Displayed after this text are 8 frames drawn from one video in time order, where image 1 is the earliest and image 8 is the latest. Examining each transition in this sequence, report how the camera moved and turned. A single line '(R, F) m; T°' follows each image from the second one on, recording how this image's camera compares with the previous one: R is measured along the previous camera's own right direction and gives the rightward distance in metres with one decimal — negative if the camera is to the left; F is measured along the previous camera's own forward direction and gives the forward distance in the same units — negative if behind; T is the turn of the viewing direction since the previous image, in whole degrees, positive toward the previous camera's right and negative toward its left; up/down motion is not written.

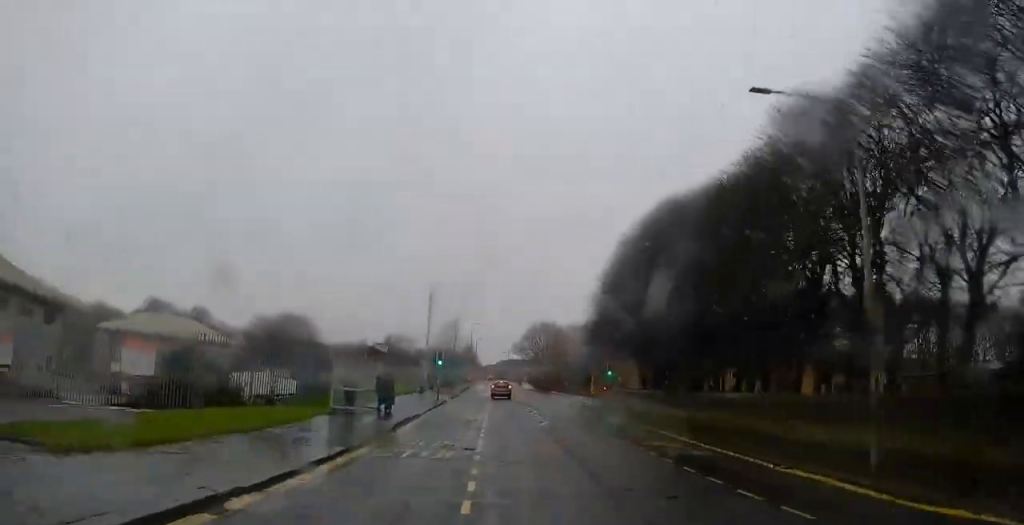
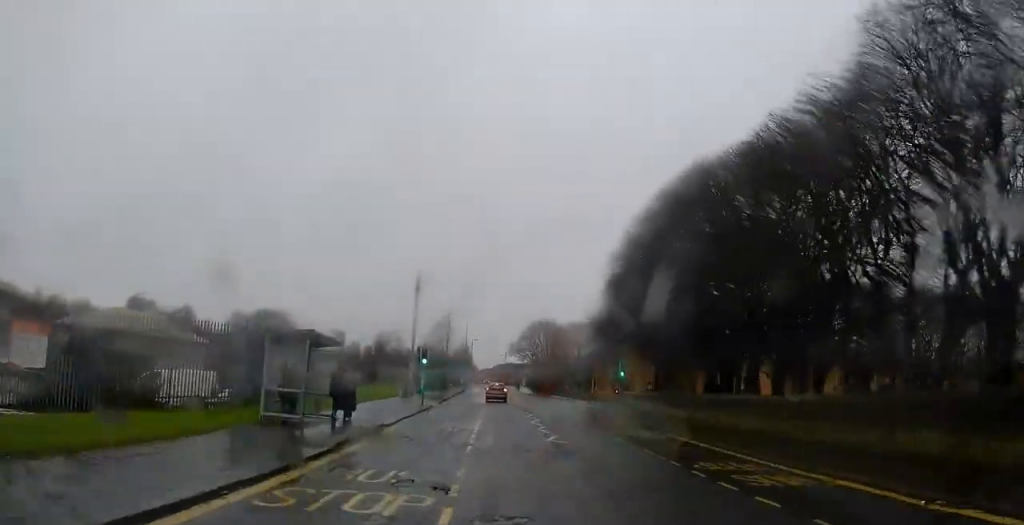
(+0.2, +6.7) m; 0°
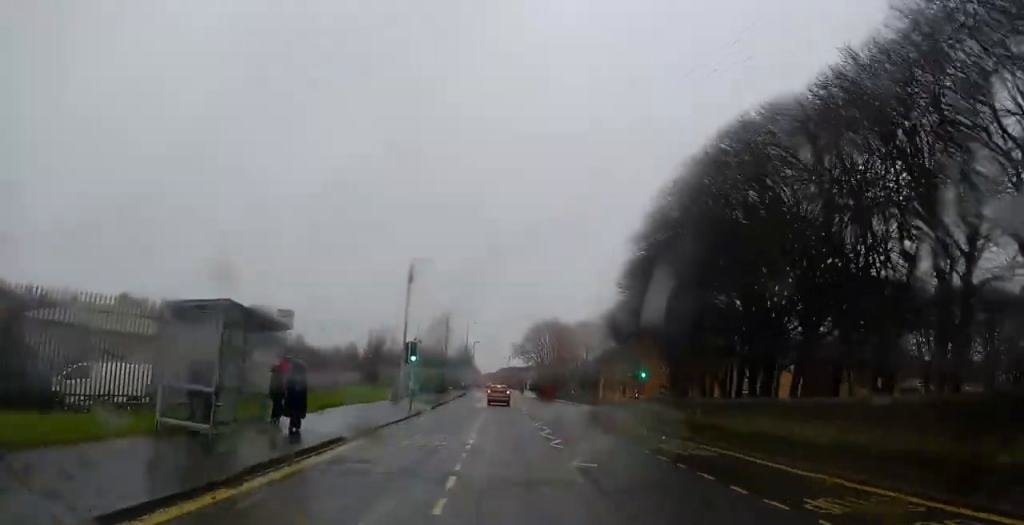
(+0.2, +5.7) m; 0°
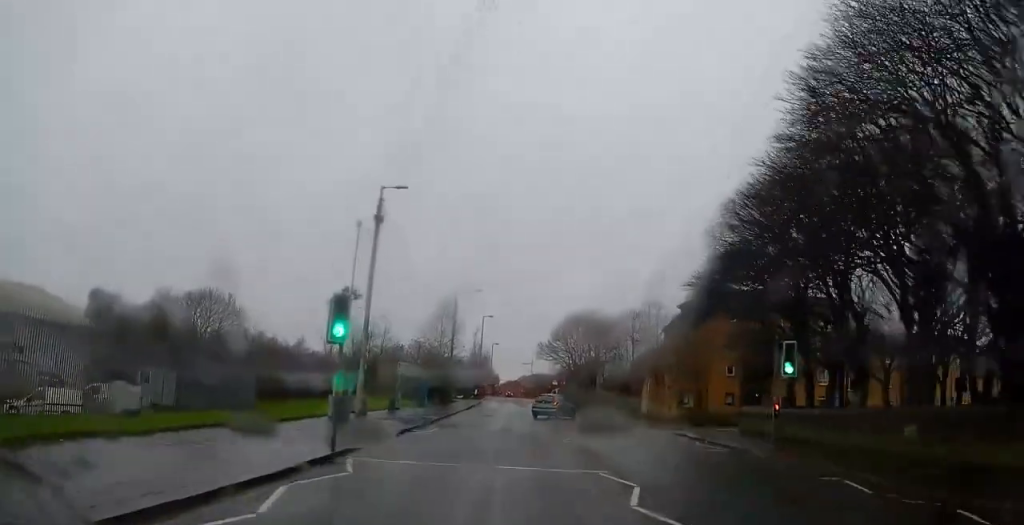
(-0.5, +18.2) m; -2°
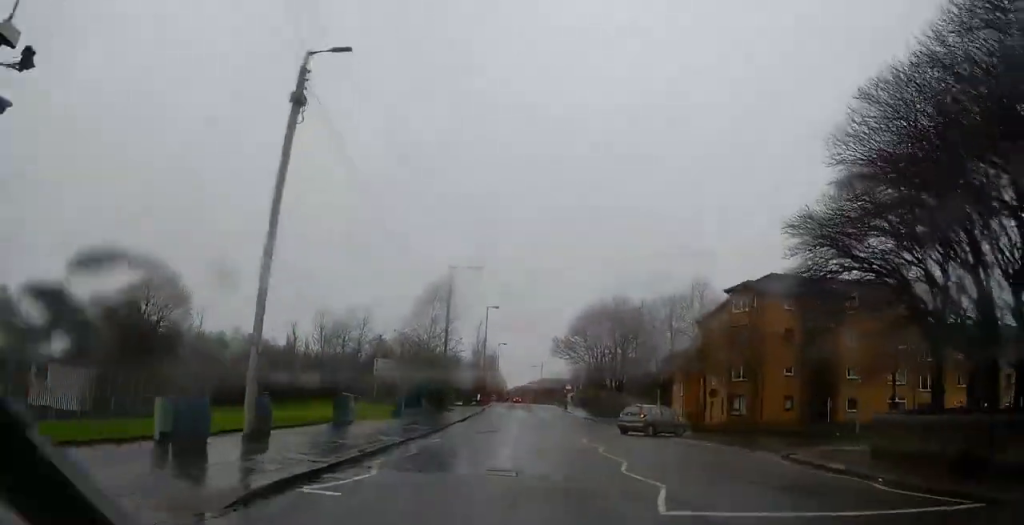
(0.0, +12.7) m; 0°
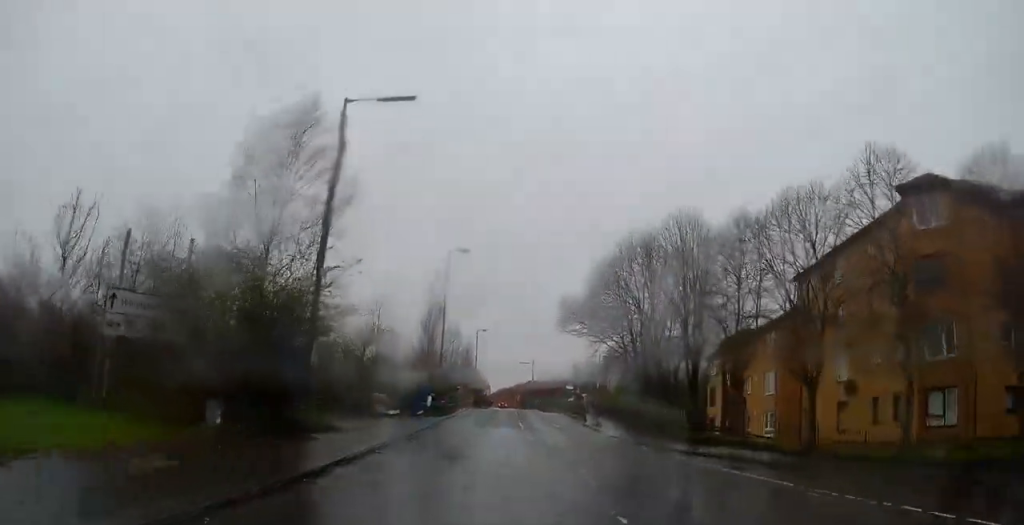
(-0.9, +28.3) m; -1°
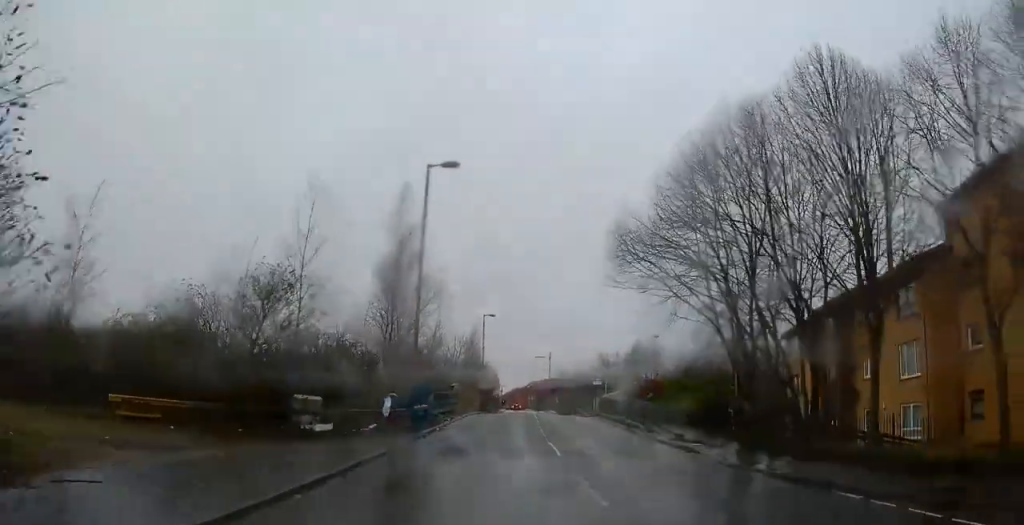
(+0.5, +15.3) m; +1°
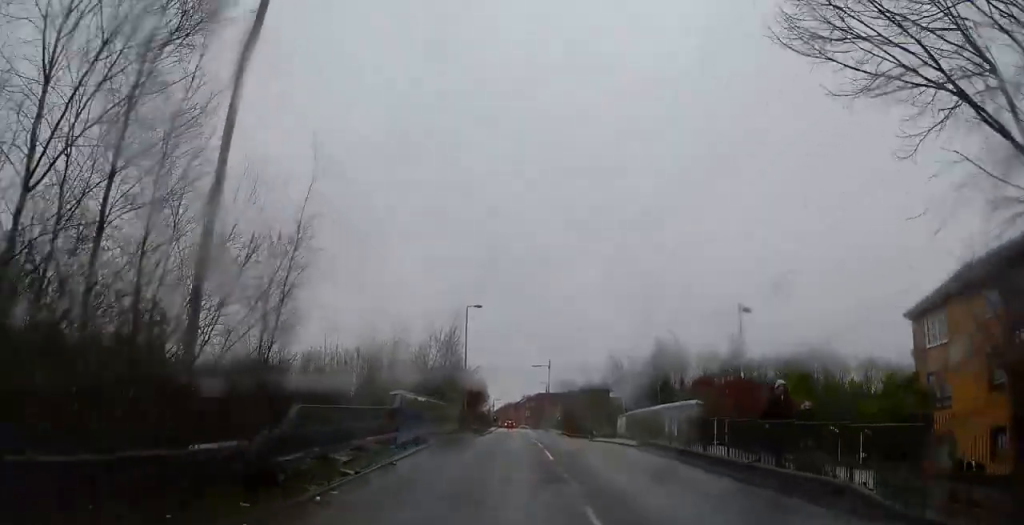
(-0.3, +17.0) m; -2°
